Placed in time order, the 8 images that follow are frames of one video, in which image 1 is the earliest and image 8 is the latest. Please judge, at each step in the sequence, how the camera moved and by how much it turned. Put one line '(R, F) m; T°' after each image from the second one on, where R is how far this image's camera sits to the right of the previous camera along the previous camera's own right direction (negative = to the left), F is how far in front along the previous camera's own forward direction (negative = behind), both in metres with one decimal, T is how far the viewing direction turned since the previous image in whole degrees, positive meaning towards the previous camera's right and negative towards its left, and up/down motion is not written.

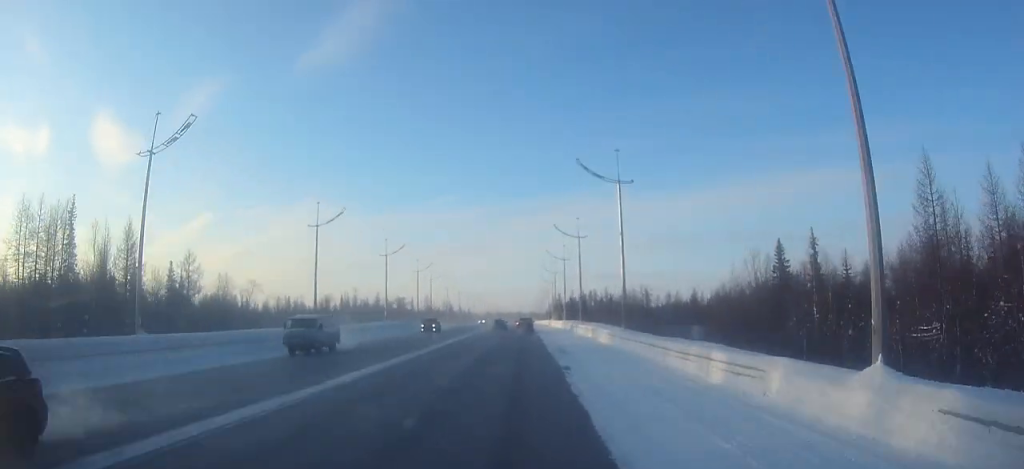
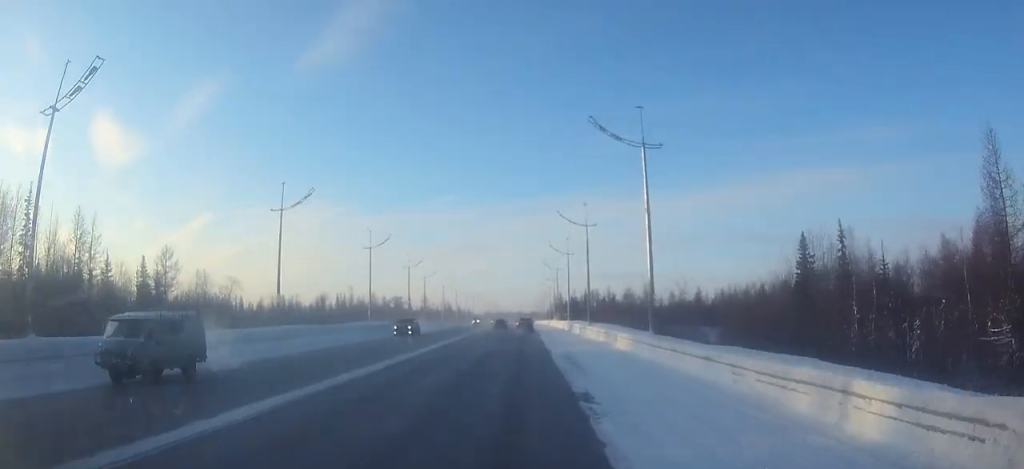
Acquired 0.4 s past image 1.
(0.0, +7.6) m; 0°
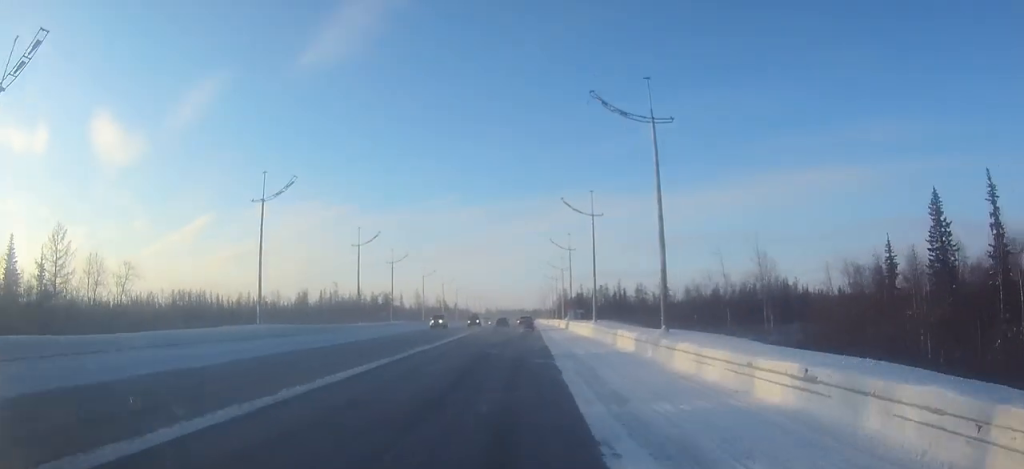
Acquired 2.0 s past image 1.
(-0.1, +28.3) m; 0°
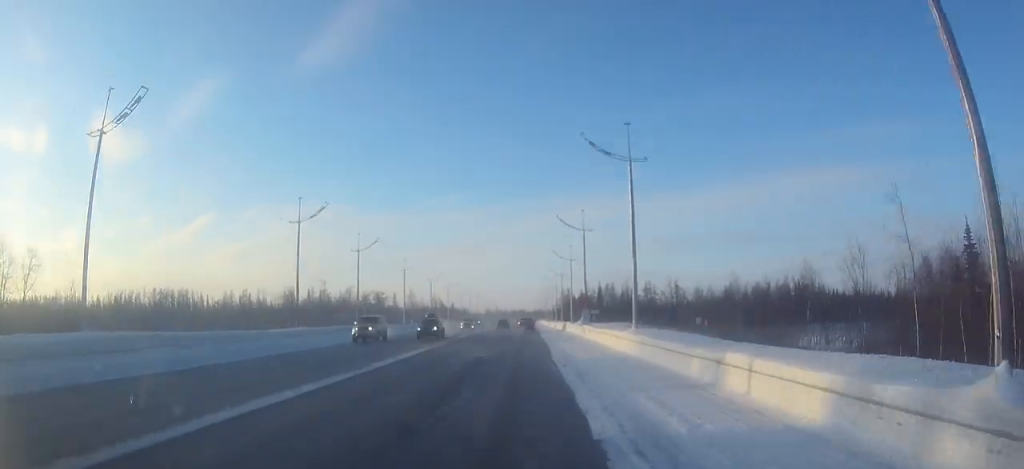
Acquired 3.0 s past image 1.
(0.0, +17.7) m; 0°
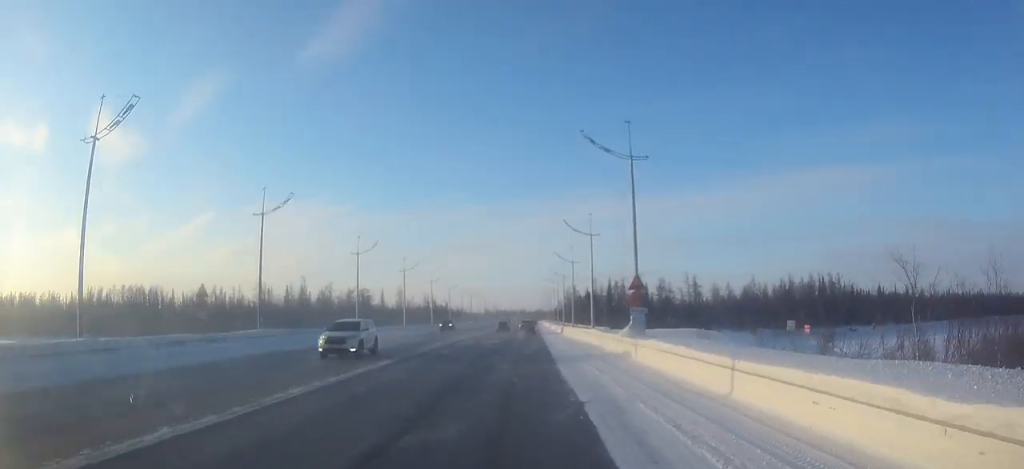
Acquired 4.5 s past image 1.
(0.0, +26.0) m; 0°
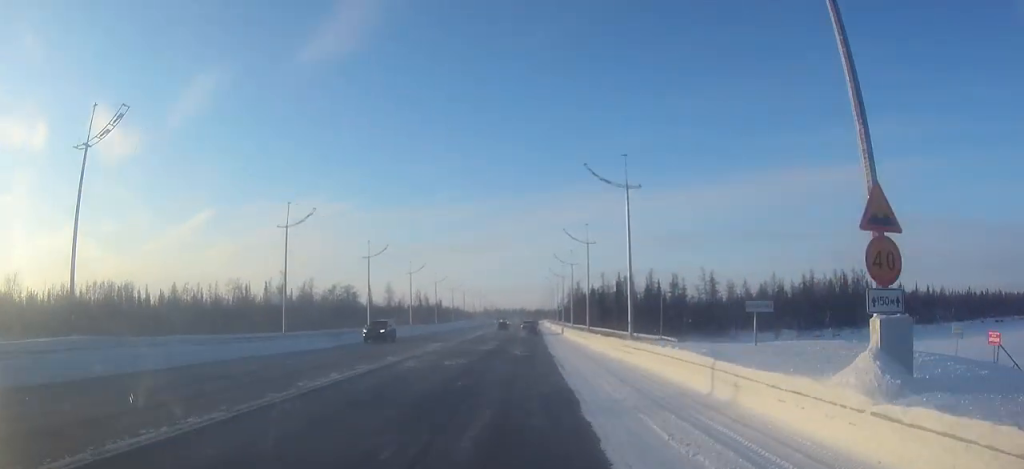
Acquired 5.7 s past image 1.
(0.0, +20.8) m; 0°
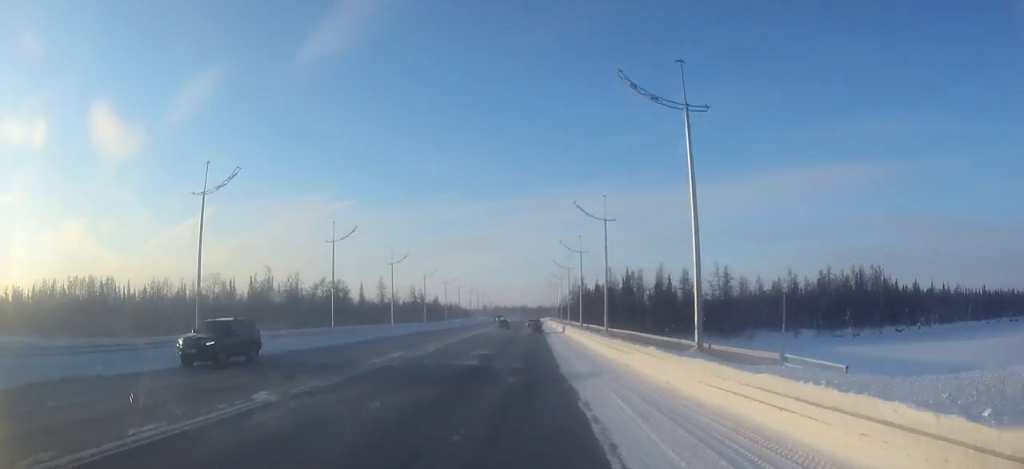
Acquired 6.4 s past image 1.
(0.0, +13.7) m; 0°
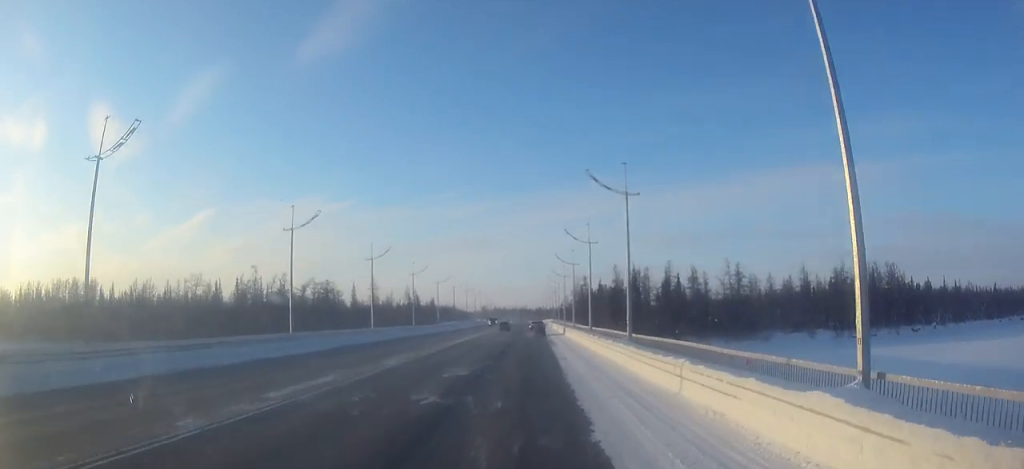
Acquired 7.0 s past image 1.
(0.0, +10.8) m; 0°
